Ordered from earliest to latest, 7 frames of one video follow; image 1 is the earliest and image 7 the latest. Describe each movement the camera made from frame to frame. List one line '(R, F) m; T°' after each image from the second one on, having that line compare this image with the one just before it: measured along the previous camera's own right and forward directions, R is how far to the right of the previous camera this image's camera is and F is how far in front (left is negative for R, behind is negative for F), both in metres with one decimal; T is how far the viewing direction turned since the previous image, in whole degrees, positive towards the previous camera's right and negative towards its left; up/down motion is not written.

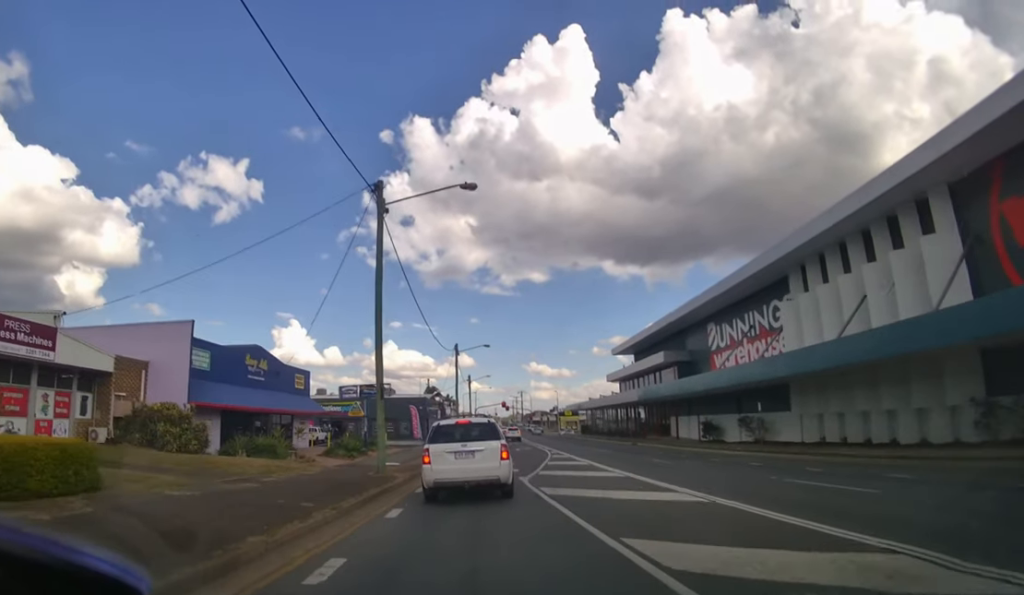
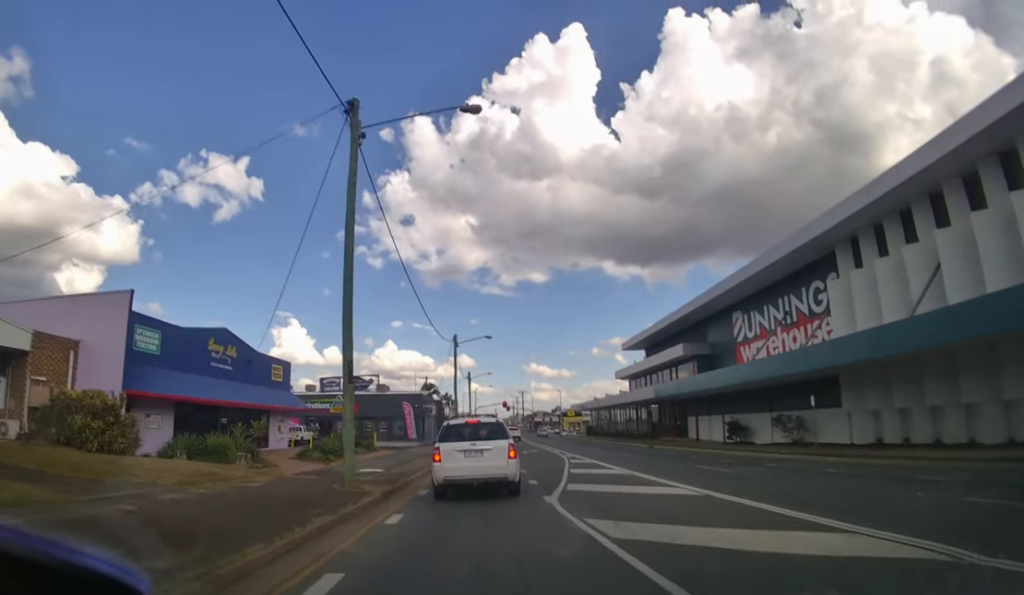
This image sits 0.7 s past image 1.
(0.0, +5.7) m; 0°
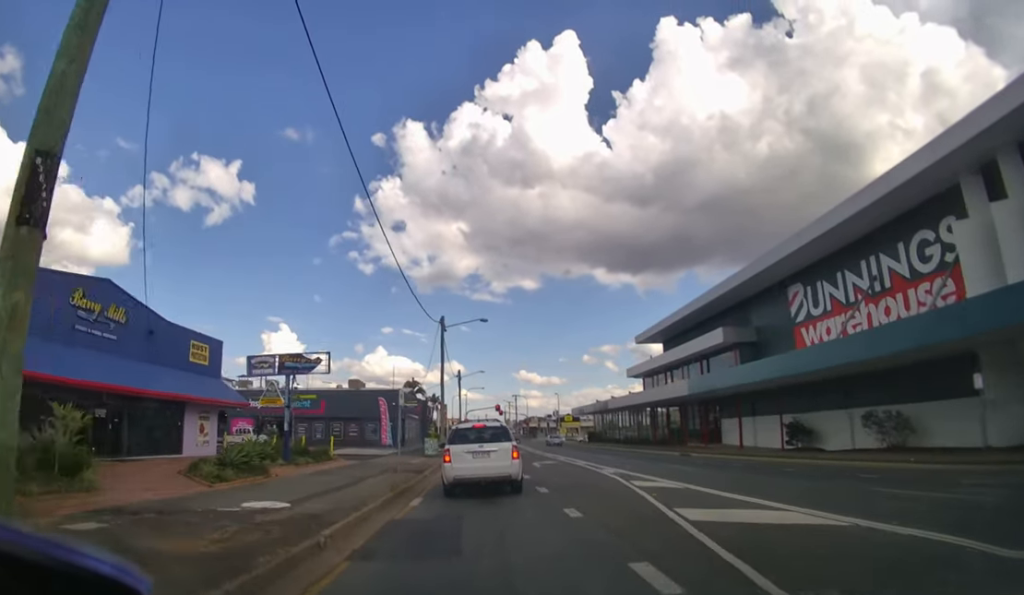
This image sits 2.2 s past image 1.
(0.0, +10.9) m; +1°
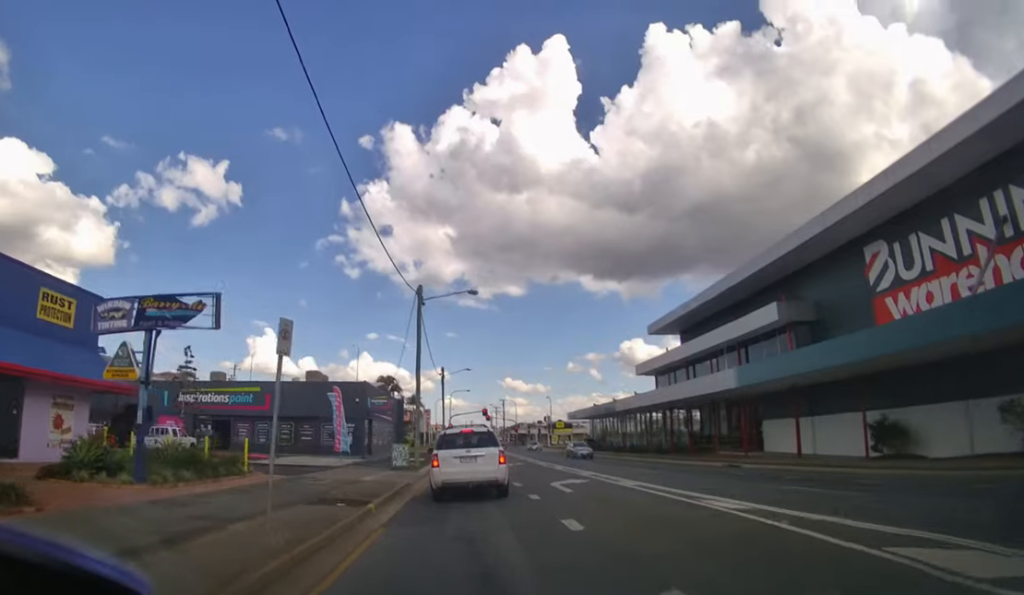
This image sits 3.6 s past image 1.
(+0.2, +9.4) m; +1°
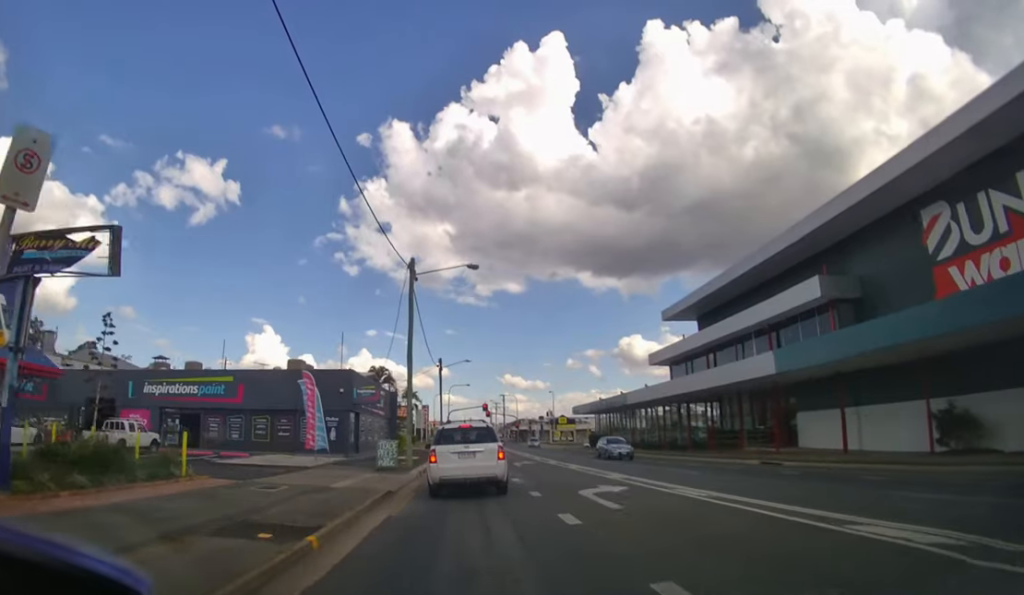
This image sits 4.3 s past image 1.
(0.0, +4.3) m; 0°
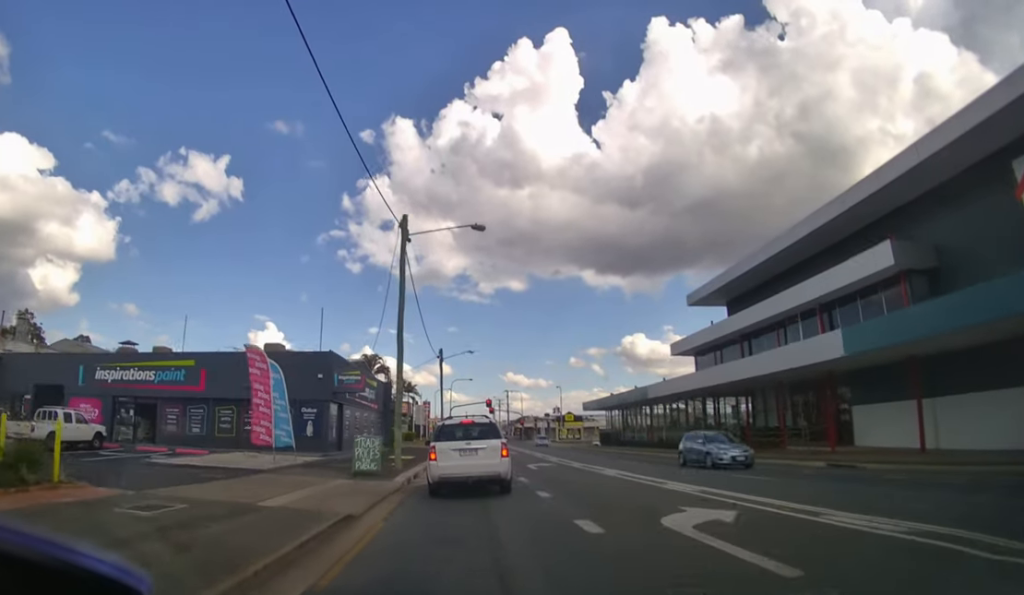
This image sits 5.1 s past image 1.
(-0.1, +4.6) m; -1°
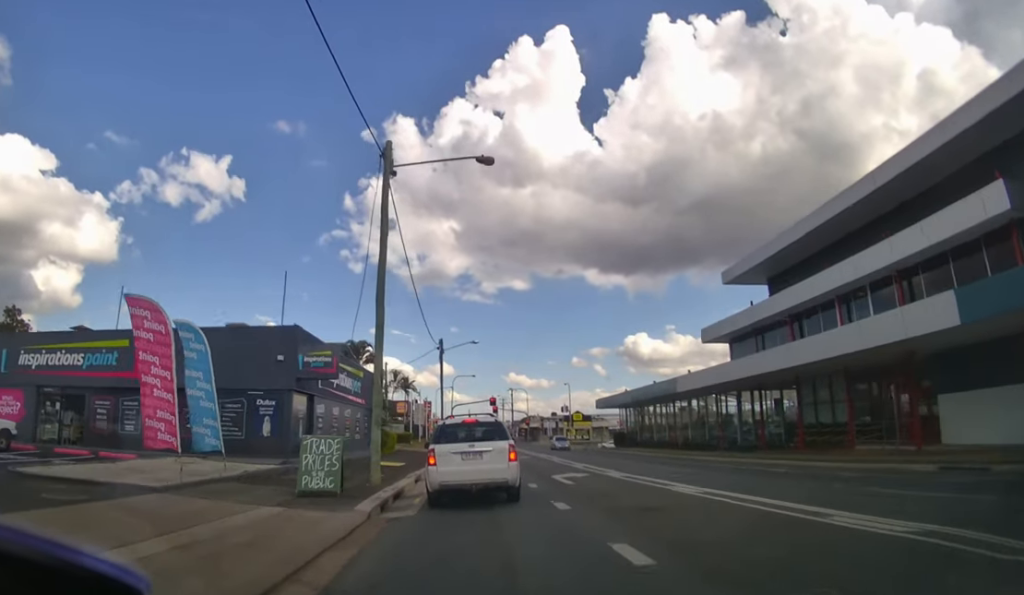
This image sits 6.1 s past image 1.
(0.0, +5.1) m; 0°
